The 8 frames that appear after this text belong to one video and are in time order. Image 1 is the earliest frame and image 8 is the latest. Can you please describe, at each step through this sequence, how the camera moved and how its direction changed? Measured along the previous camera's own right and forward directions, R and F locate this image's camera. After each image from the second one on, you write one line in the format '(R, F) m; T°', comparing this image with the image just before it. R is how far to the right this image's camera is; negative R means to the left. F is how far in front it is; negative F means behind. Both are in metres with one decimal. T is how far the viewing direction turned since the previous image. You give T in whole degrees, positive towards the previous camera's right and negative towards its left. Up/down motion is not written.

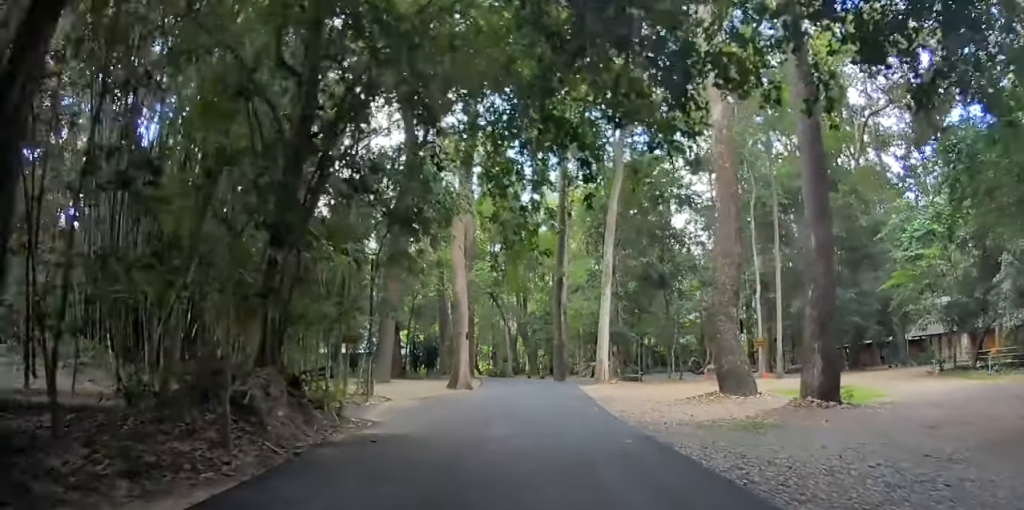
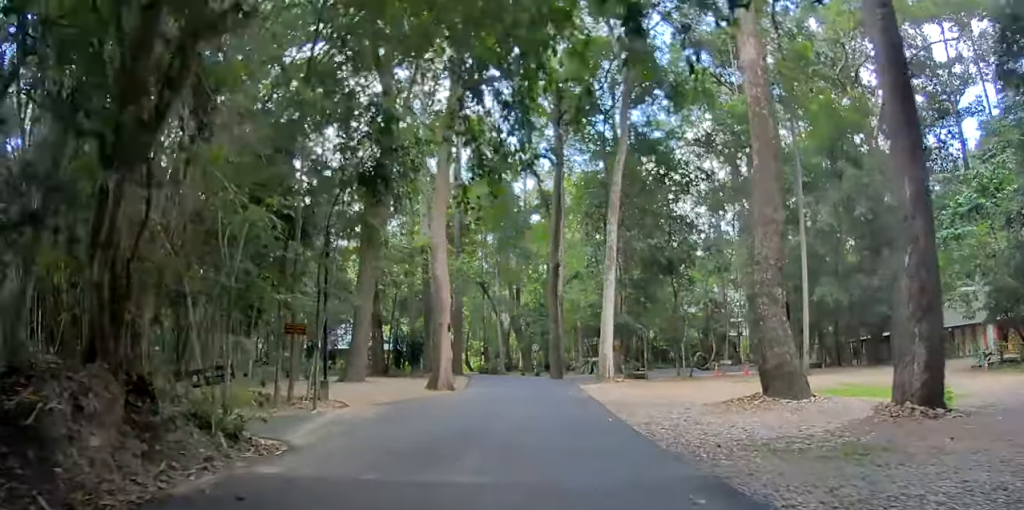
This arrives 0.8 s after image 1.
(0.0, +4.7) m; -3°
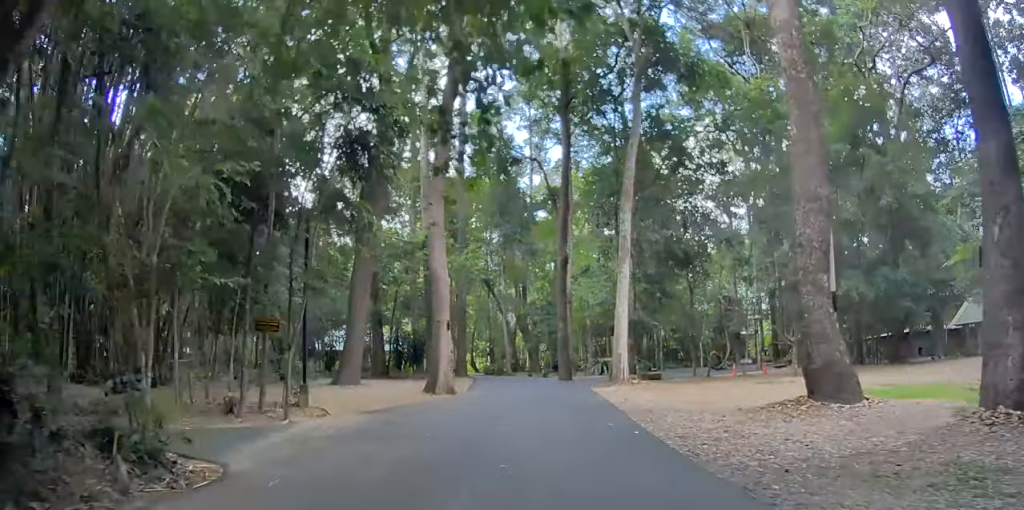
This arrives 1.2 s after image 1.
(-0.1, +2.3) m; -3°
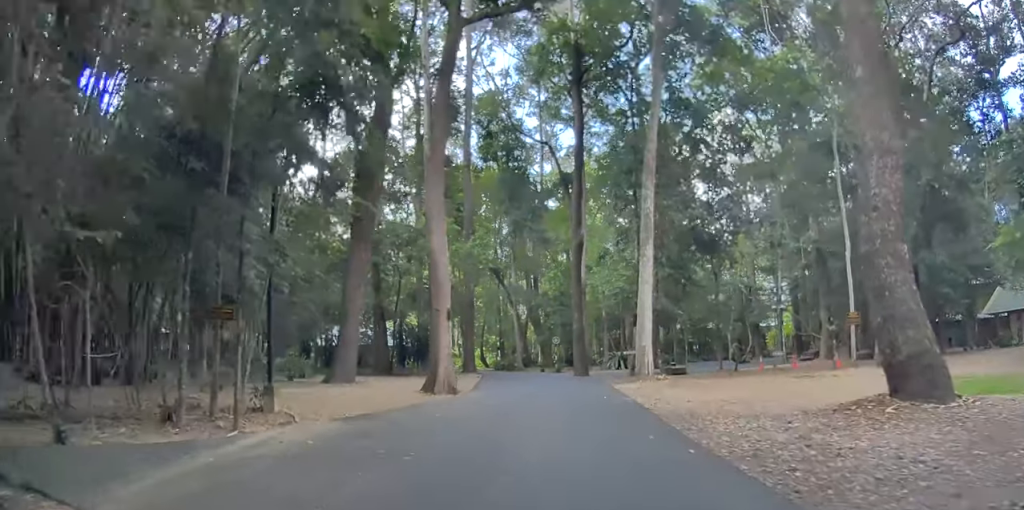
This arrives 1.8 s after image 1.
(-0.1, +3.1) m; -1°
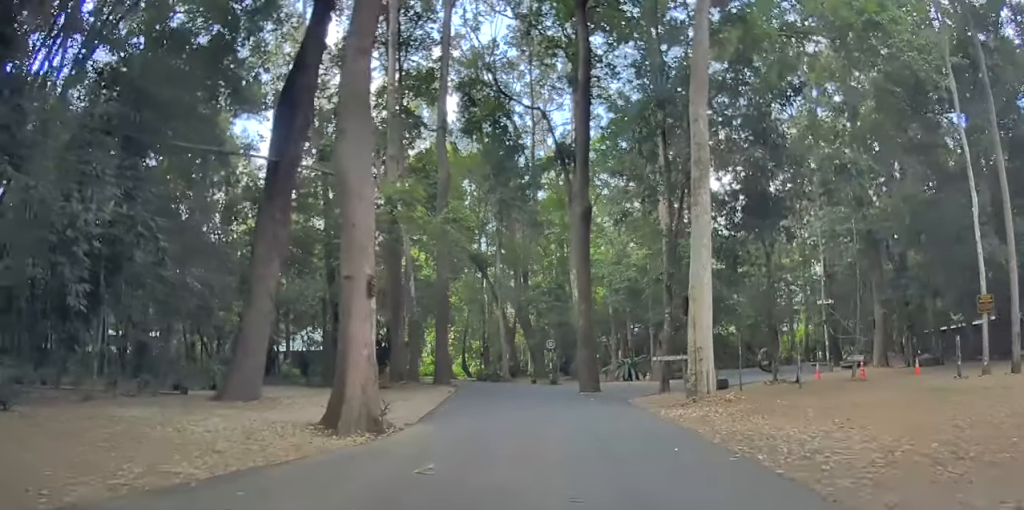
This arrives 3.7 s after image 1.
(+0.5, +8.8) m; +16°
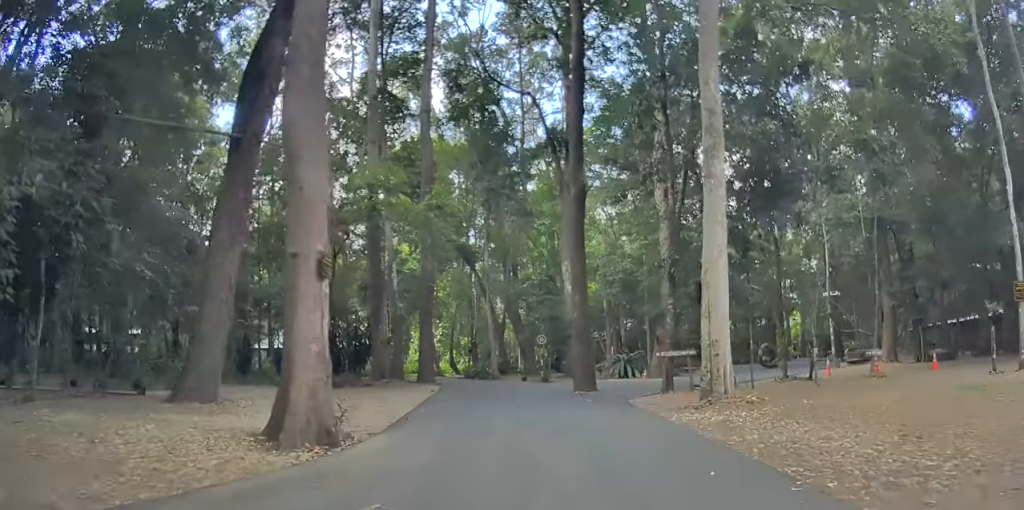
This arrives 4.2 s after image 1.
(+0.3, +1.9) m; +6°
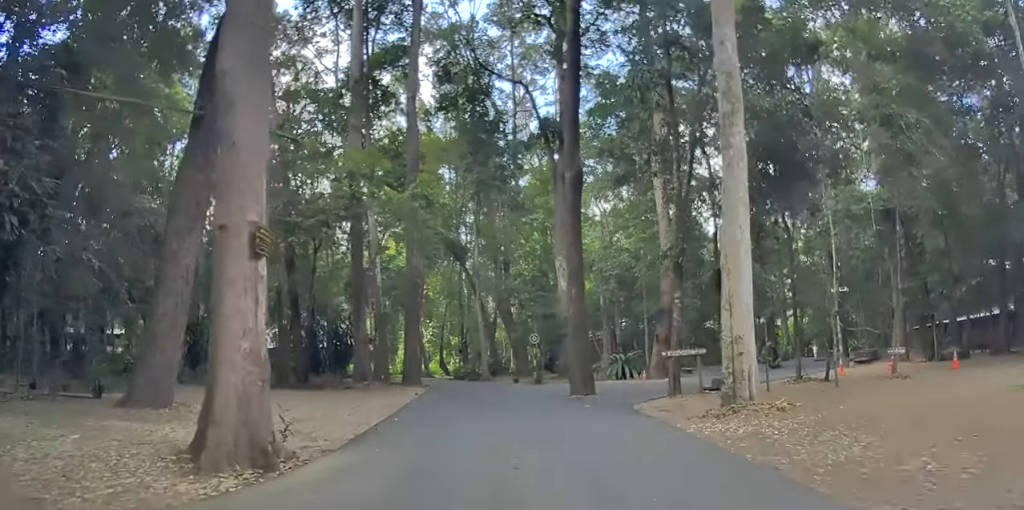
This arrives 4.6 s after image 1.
(+0.1, +1.8) m; -1°
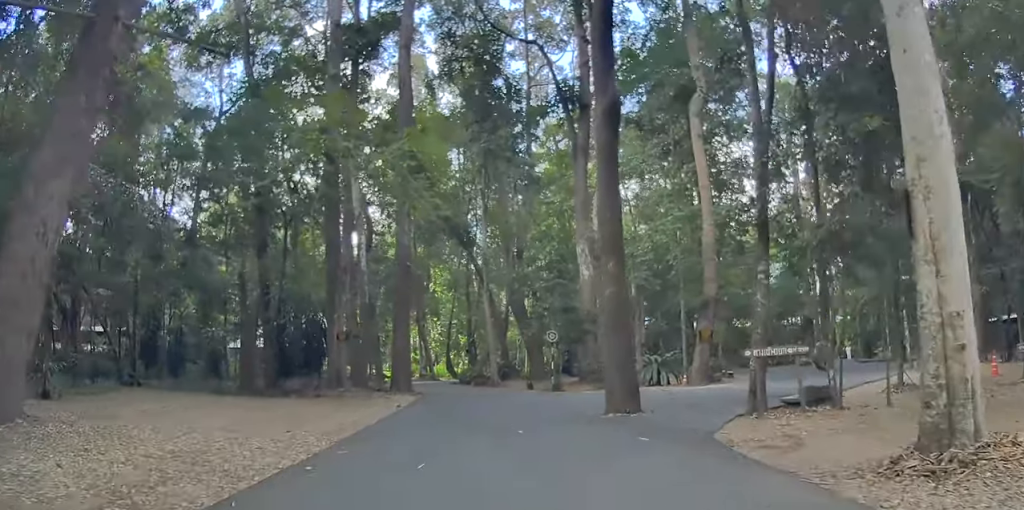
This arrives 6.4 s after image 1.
(-1.1, +6.1) m; -17°
